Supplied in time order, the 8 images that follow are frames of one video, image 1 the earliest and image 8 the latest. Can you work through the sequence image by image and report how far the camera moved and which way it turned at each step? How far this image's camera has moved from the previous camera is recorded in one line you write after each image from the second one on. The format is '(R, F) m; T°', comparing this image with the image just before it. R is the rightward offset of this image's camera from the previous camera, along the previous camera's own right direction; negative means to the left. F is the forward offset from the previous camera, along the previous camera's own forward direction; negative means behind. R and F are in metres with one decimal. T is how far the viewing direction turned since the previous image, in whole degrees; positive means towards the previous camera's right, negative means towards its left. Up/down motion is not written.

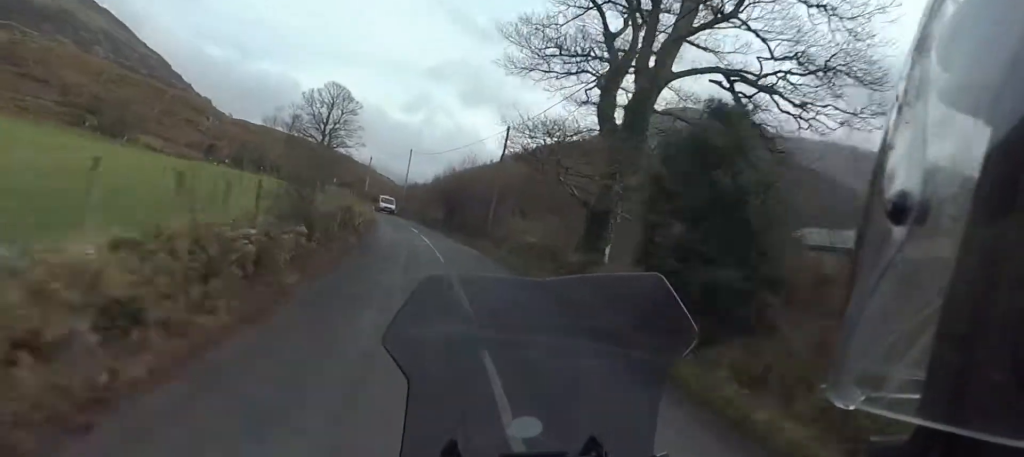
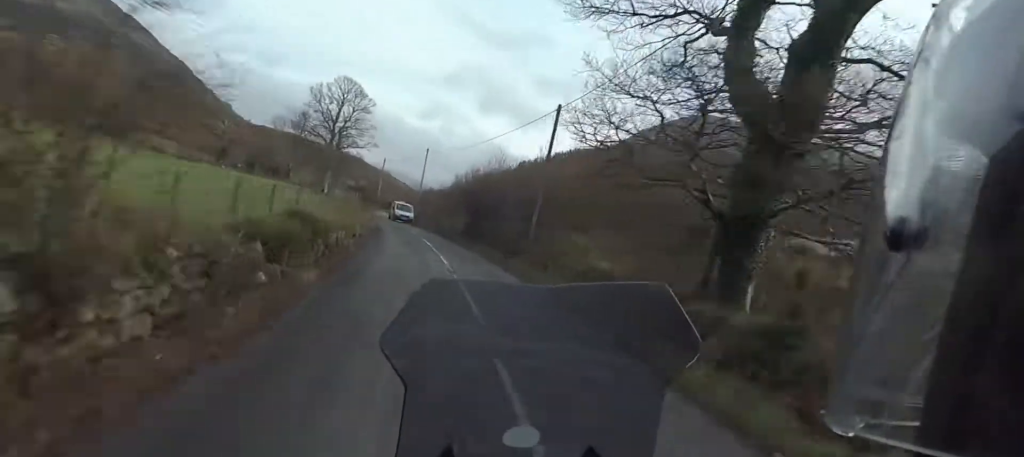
(-0.3, +8.8) m; -1°
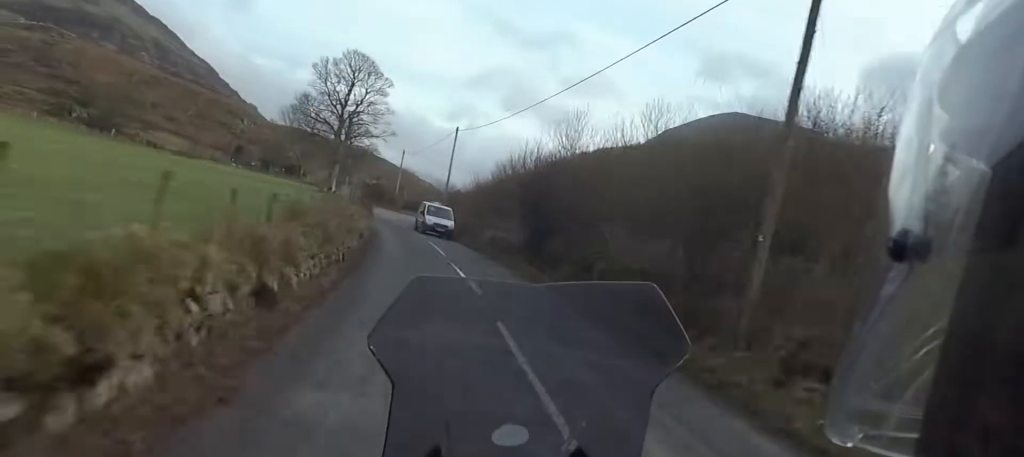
(-0.3, +15.6) m; -4°
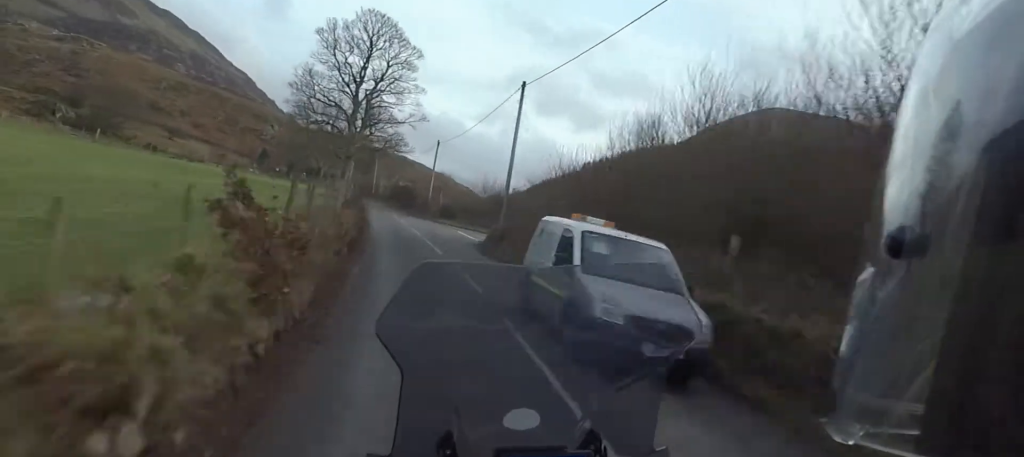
(-0.7, +18.7) m; -5°
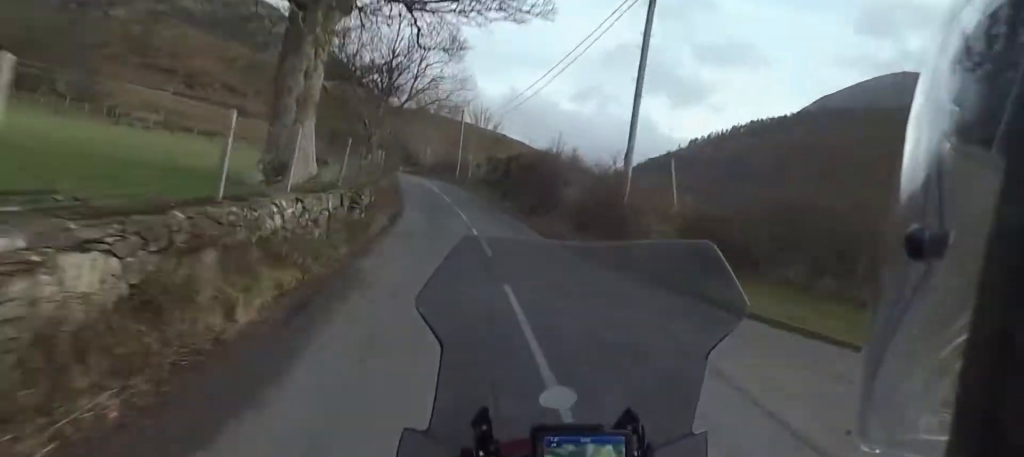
(-1.0, +41.9) m; -4°
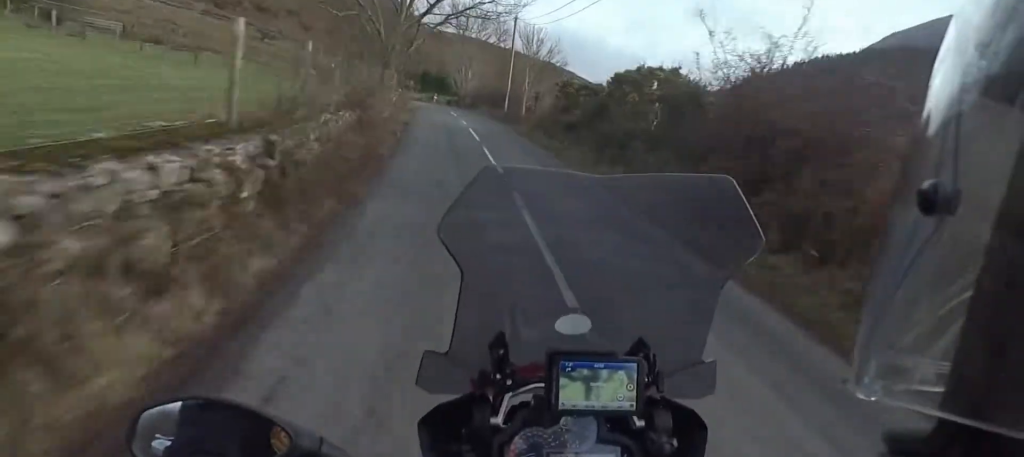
(-0.9, +15.4) m; -5°
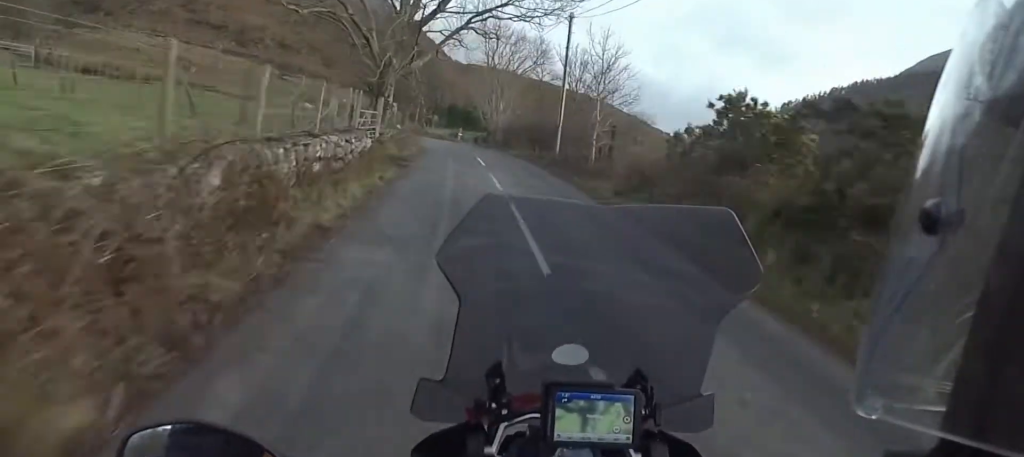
(-0.5, +14.6) m; -2°
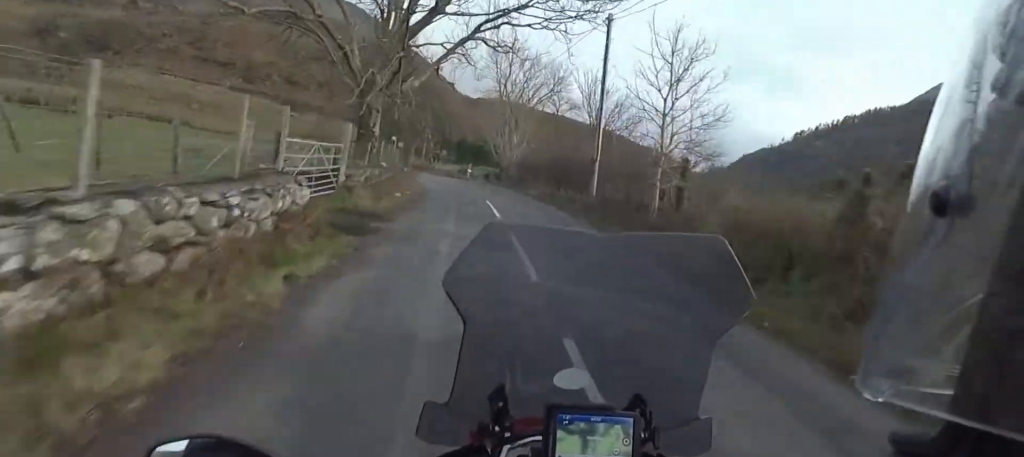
(0.0, +6.9) m; -1°
